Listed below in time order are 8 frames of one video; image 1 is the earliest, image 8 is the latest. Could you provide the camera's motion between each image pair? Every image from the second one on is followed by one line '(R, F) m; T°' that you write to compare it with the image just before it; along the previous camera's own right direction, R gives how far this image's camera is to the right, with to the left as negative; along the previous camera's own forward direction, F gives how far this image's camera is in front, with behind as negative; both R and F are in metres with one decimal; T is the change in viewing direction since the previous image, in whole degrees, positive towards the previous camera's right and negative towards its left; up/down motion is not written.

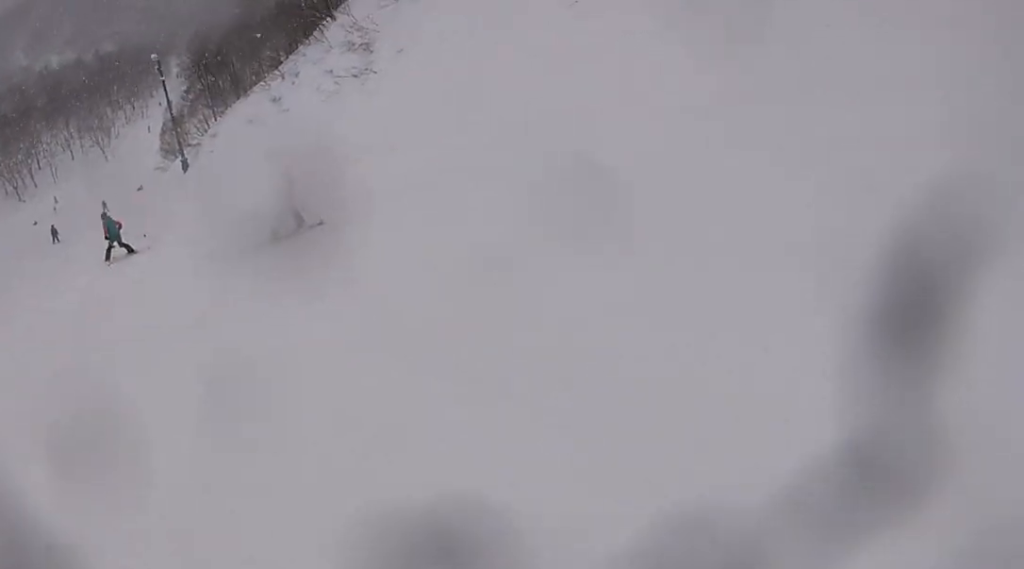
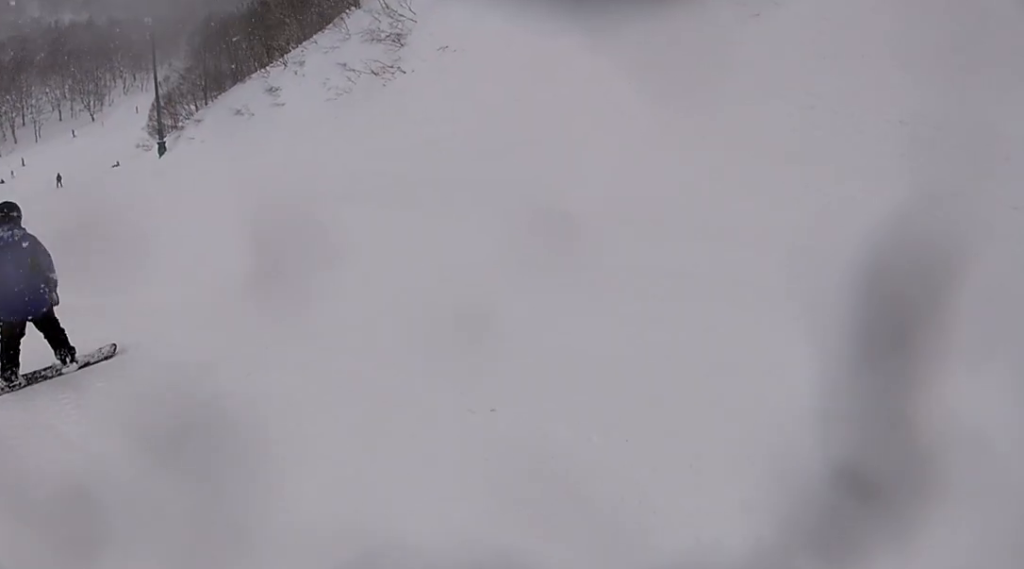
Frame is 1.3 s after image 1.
(+1.1, +8.7) m; +6°
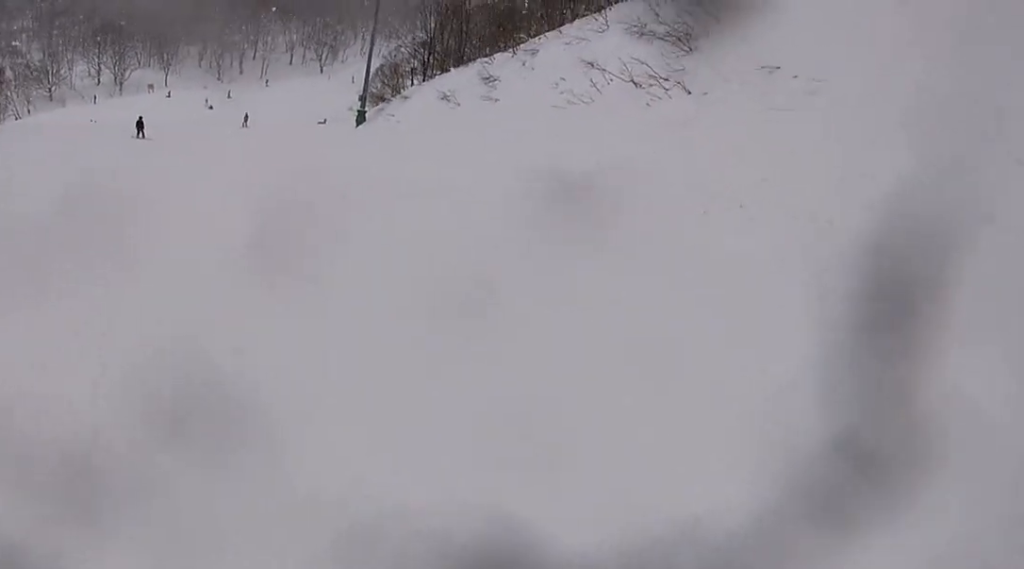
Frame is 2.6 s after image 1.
(-1.1, +9.0) m; -22°
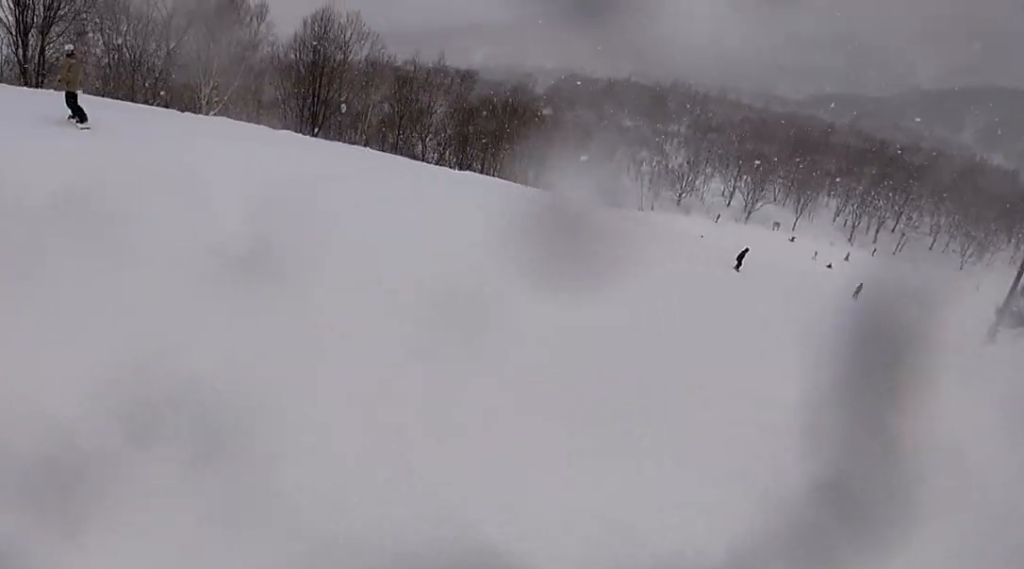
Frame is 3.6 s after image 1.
(-0.8, +6.7) m; -20°
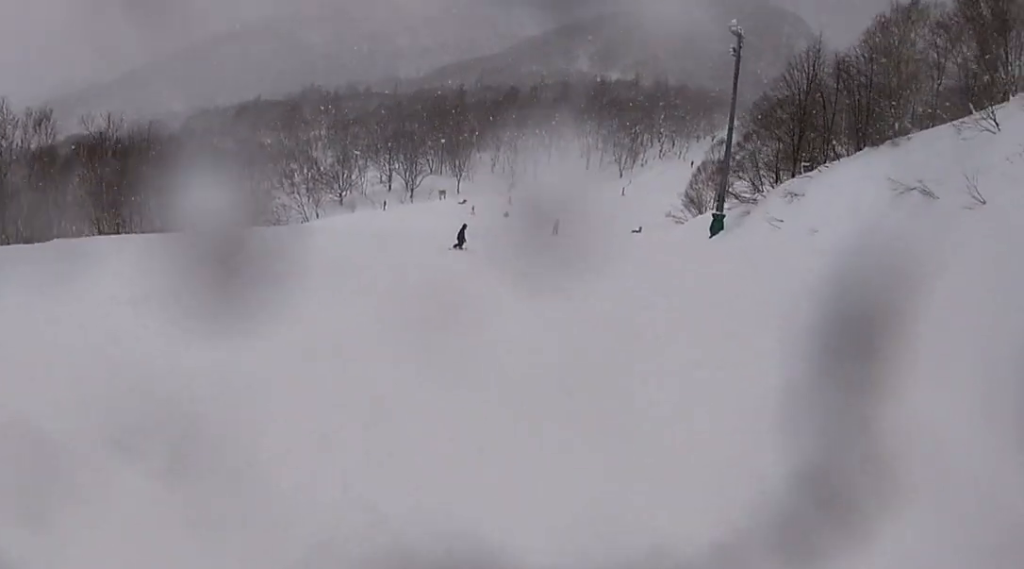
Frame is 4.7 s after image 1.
(-2.0, +8.2) m; -1°
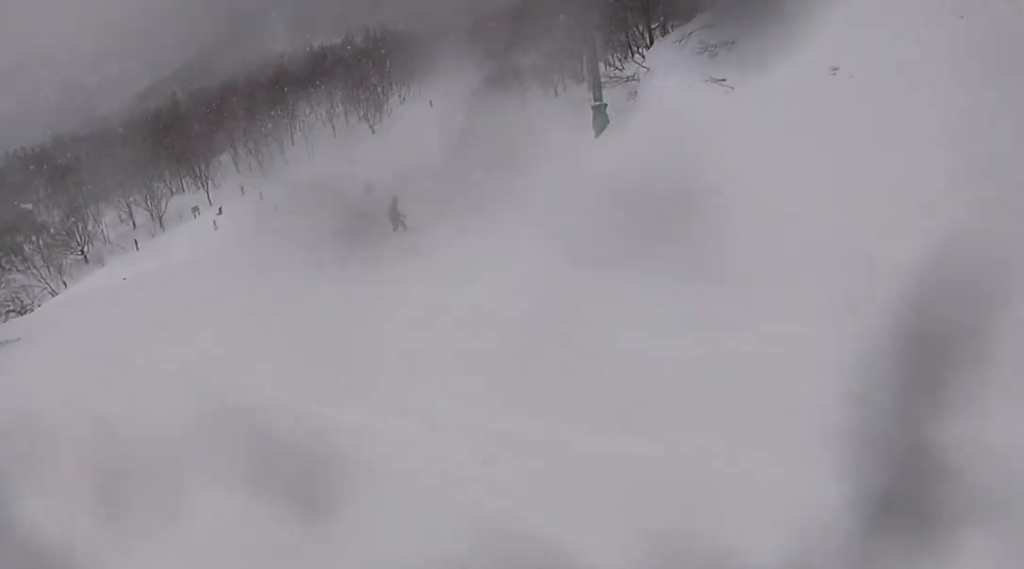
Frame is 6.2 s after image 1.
(+3.2, +10.7) m; +22°
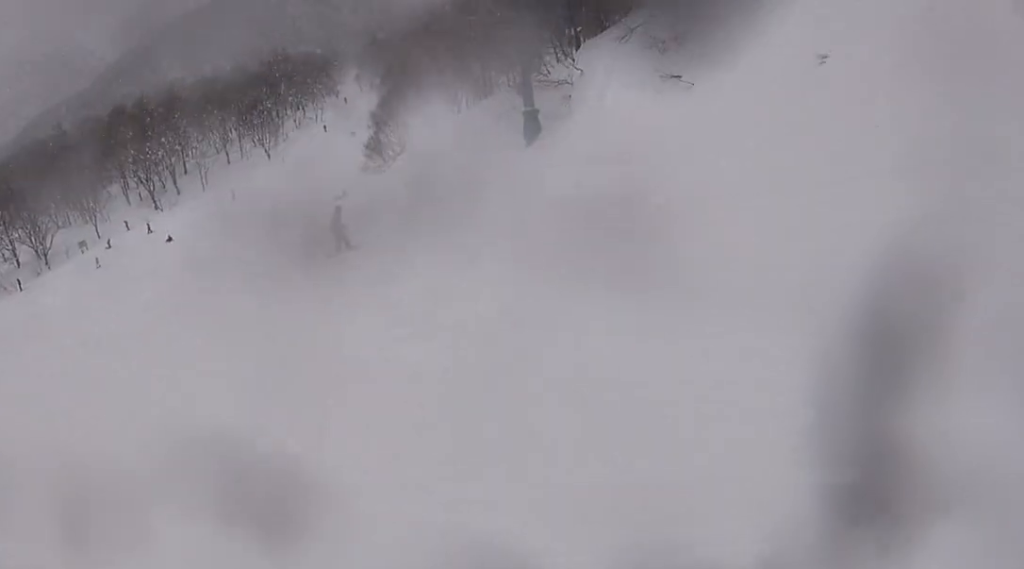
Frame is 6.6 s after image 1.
(-0.2, +3.5) m; +4°
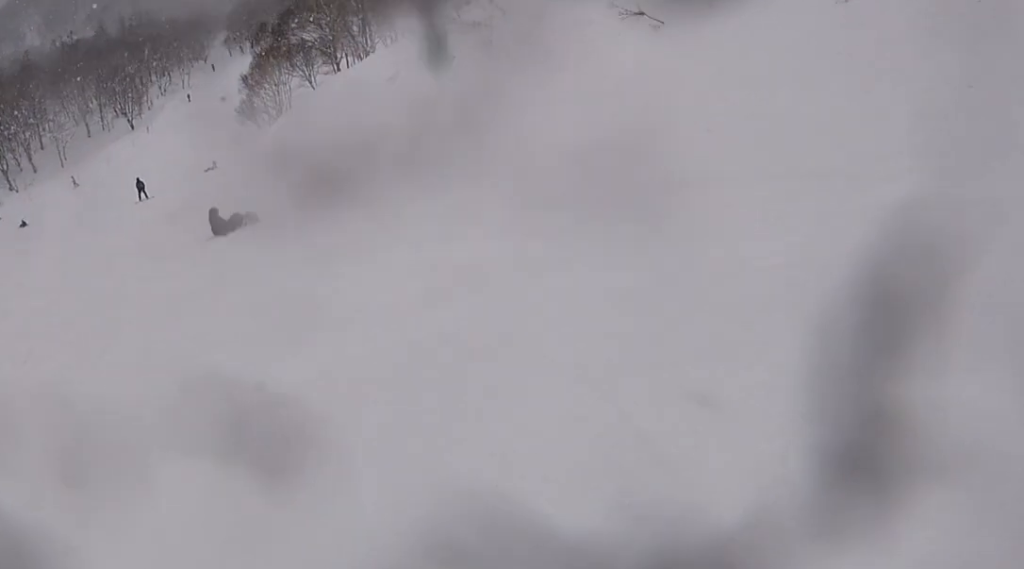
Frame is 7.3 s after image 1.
(+0.5, +4.7) m; +10°
